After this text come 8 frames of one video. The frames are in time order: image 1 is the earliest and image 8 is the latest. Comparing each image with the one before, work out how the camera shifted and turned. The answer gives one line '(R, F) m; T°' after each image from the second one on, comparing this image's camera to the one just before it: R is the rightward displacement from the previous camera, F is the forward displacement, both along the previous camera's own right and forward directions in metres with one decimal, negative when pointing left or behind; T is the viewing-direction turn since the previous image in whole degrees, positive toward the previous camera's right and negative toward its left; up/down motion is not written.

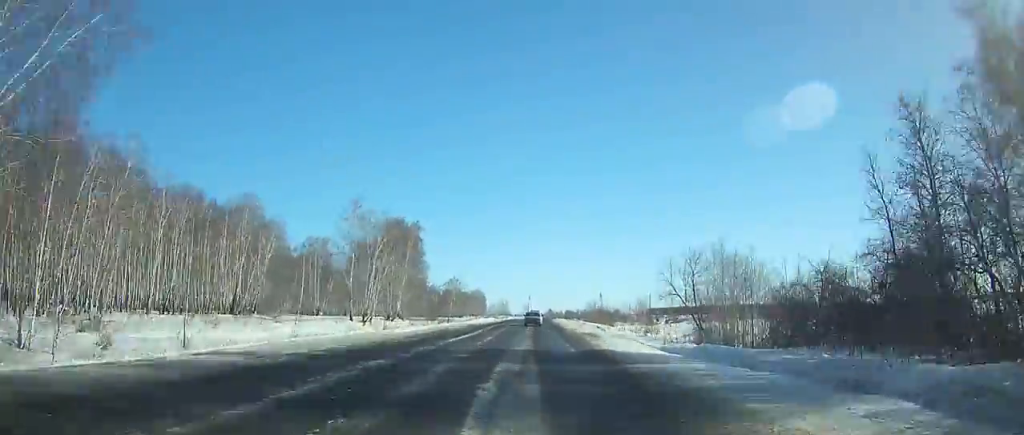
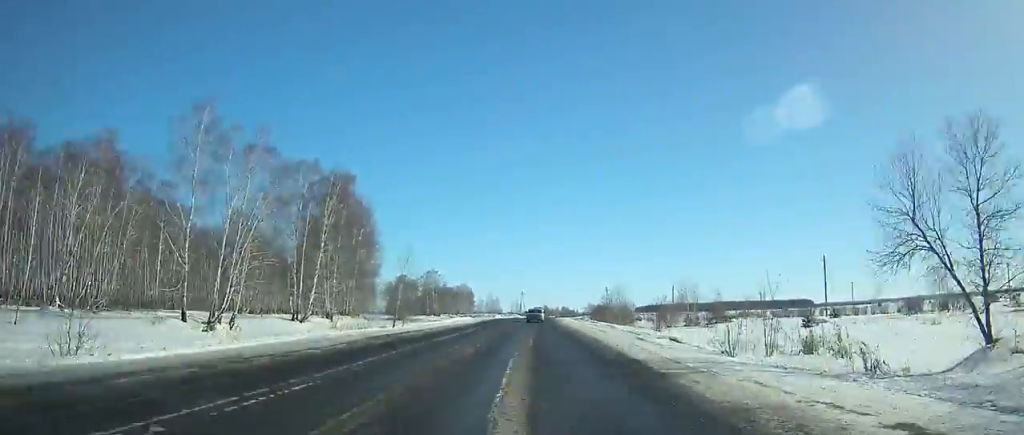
(-0.1, +37.4) m; 0°
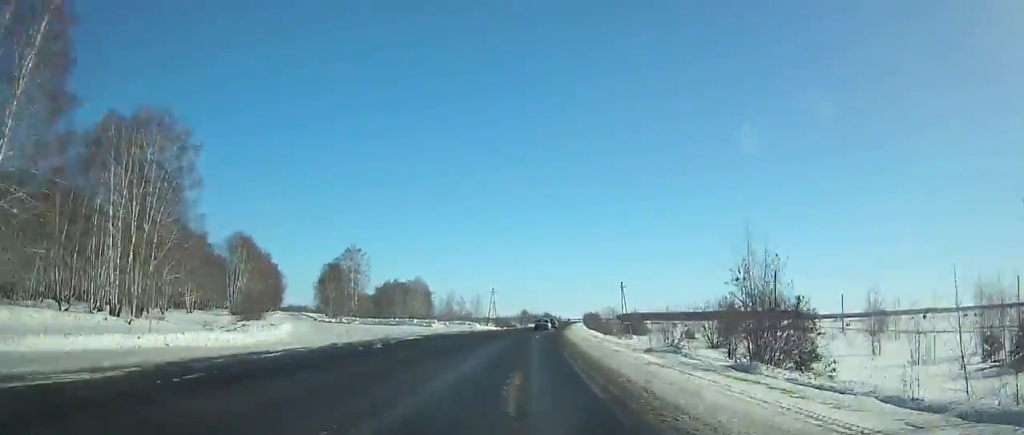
(+0.8, +70.0) m; +2°
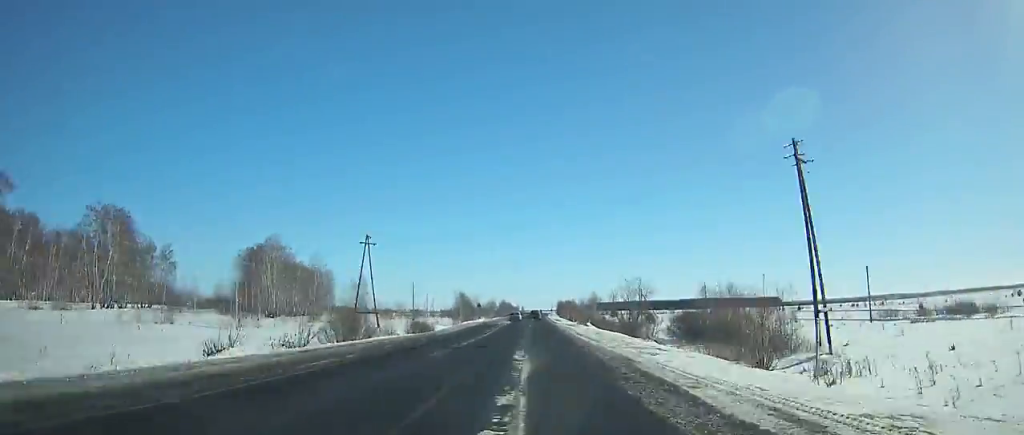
(+3.7, +99.1) m; +3°
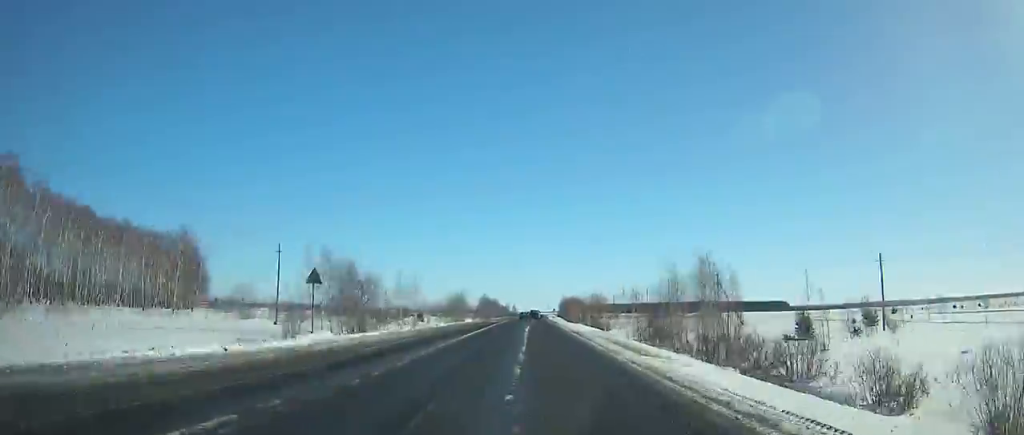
(+0.3, +77.8) m; +1°
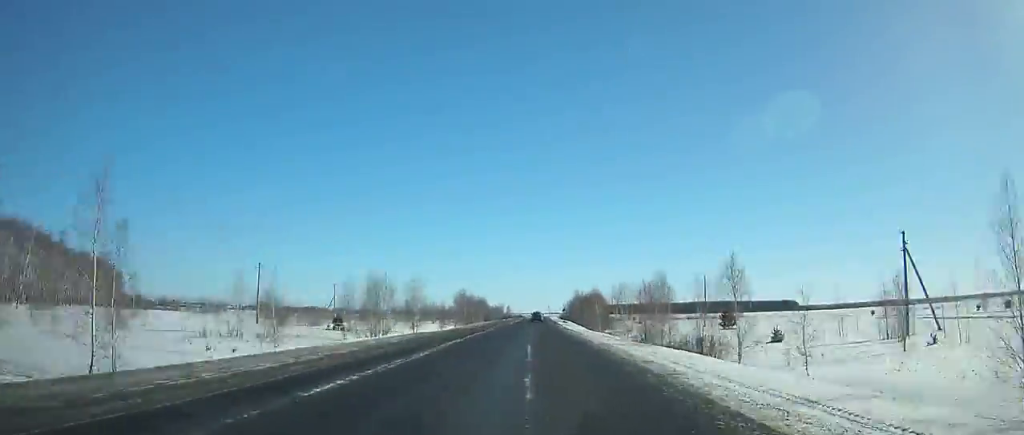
(+0.2, +53.7) m; +1°
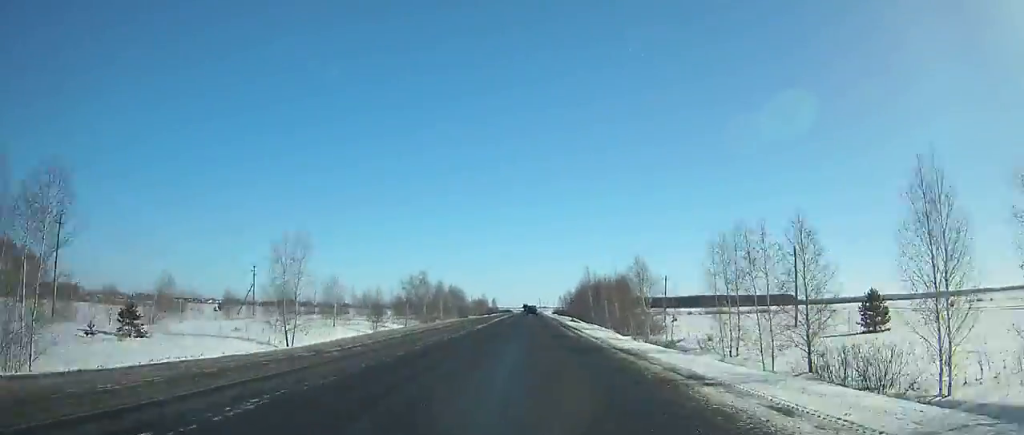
(+0.1, +39.2) m; 0°
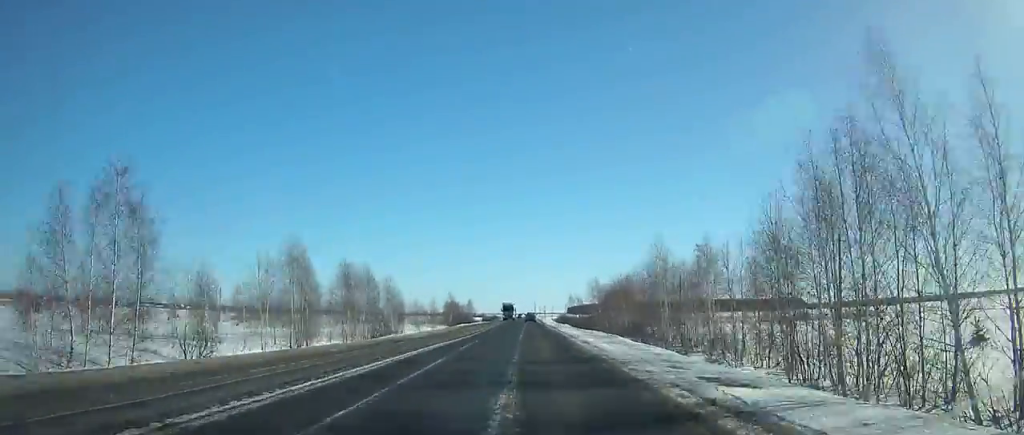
(+0.3, +68.2) m; +1°
